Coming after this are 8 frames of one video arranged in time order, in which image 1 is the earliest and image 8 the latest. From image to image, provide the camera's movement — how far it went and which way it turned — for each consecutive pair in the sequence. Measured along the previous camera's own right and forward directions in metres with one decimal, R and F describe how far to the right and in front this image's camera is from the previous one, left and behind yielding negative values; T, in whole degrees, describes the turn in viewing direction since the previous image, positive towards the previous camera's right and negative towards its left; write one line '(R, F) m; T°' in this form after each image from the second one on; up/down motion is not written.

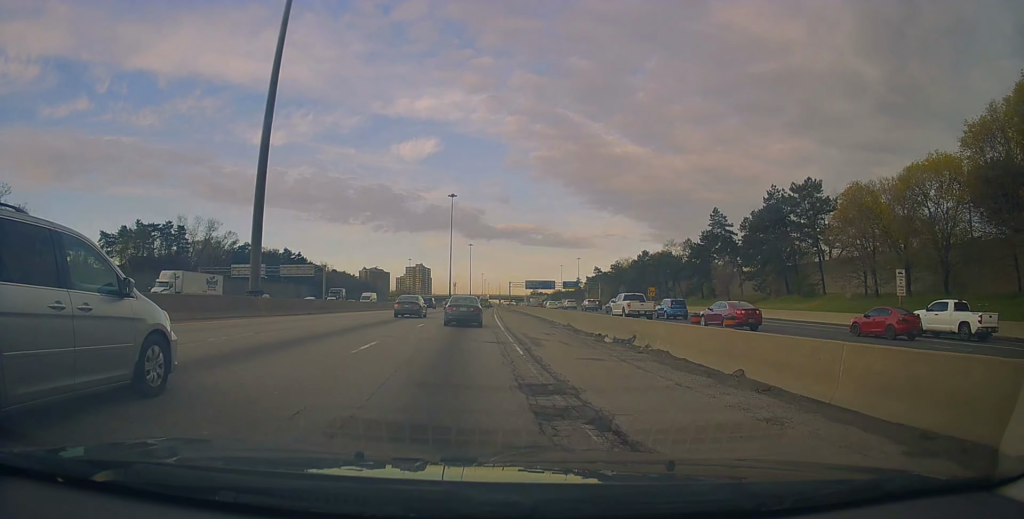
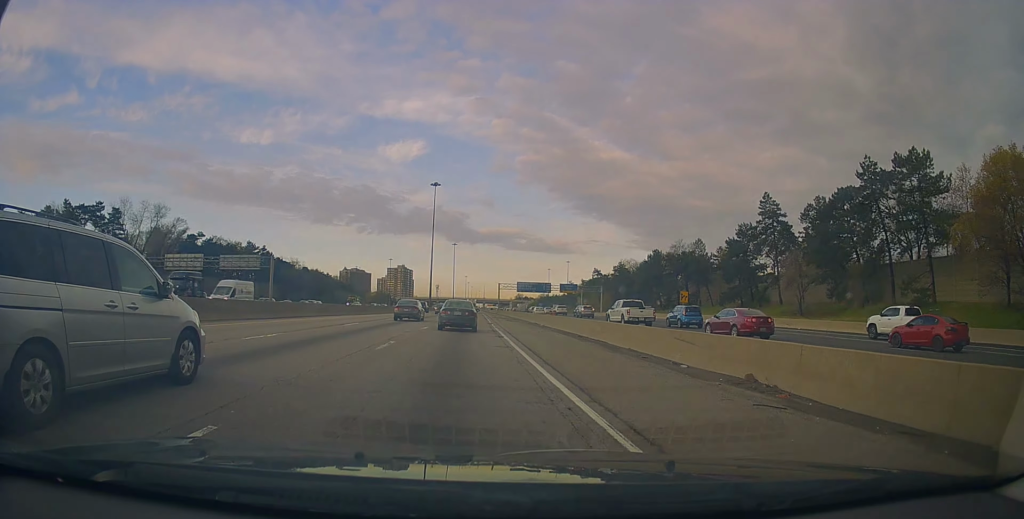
(-0.2, +22.3) m; 0°
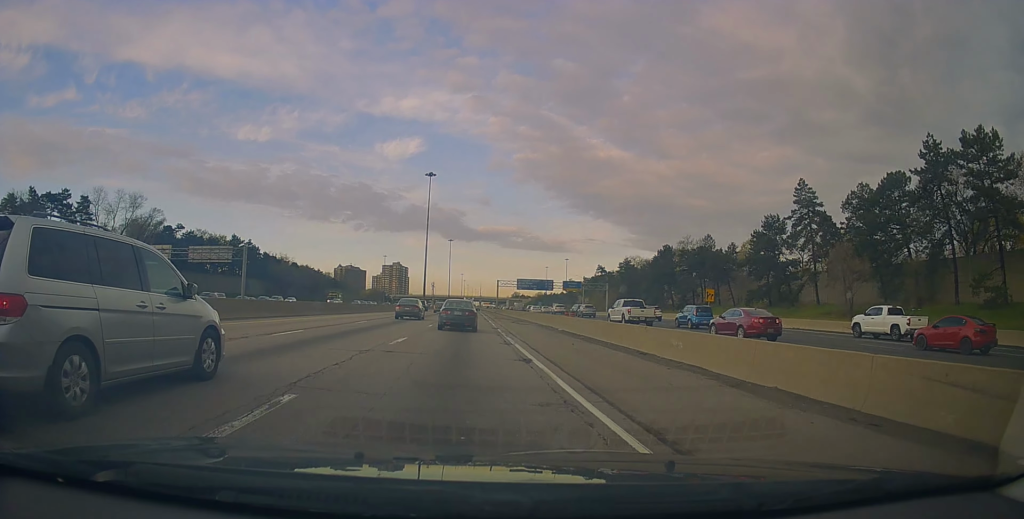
(0.0, +10.0) m; +1°
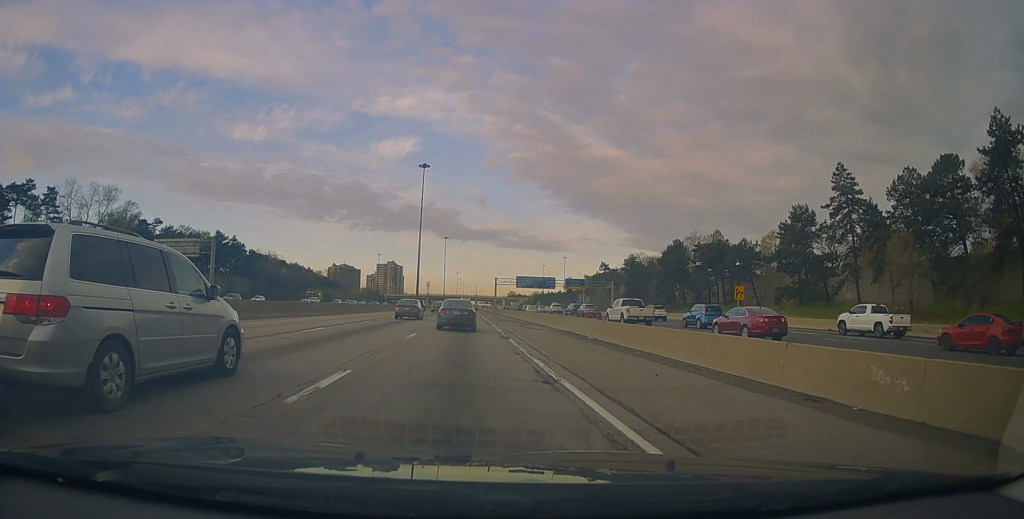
(-0.1, +9.5) m; +1°
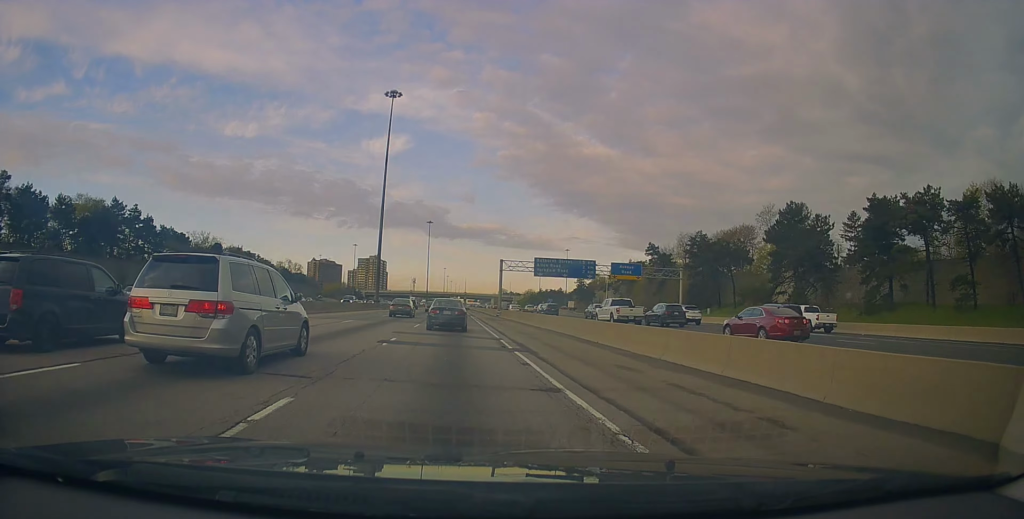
(+1.8, +49.8) m; +2°
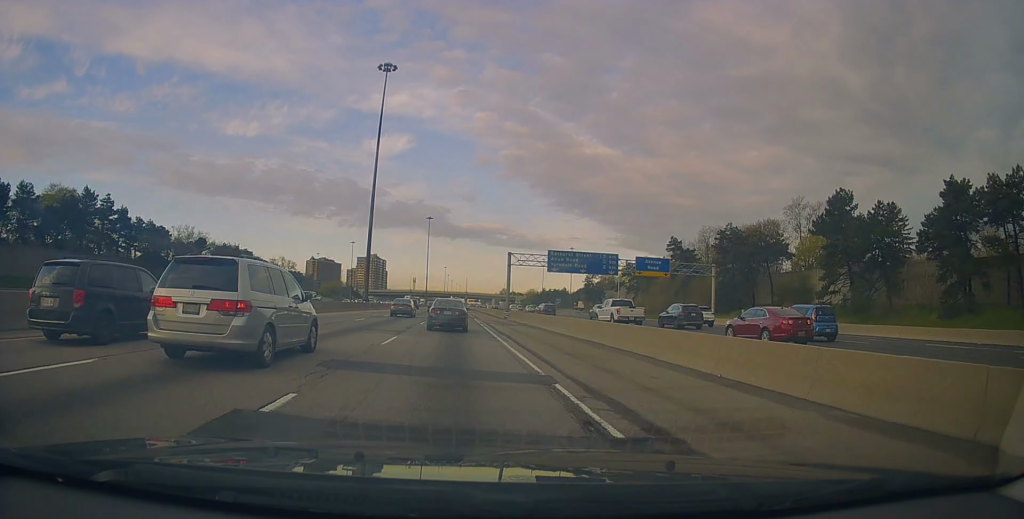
(+0.1, +11.3) m; 0°
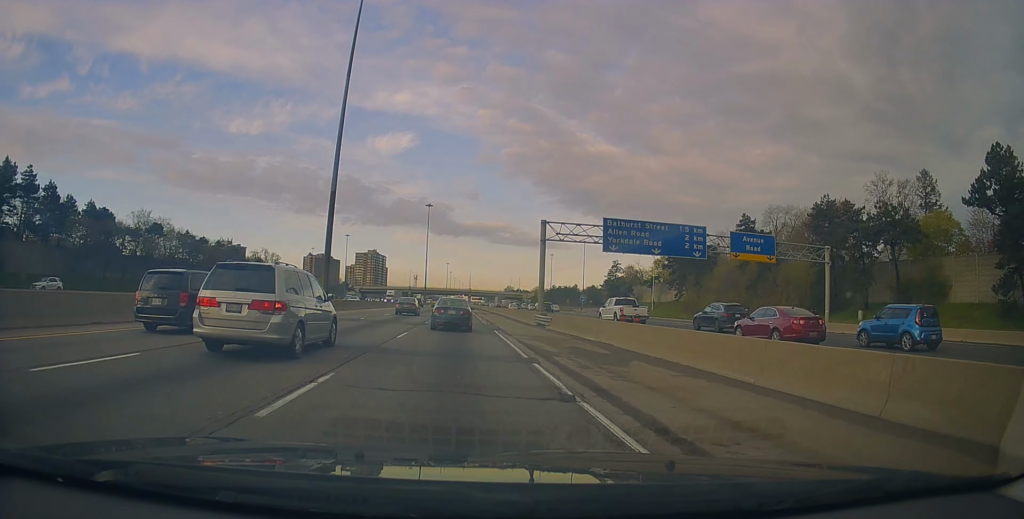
(+0.5, +25.2) m; +1°
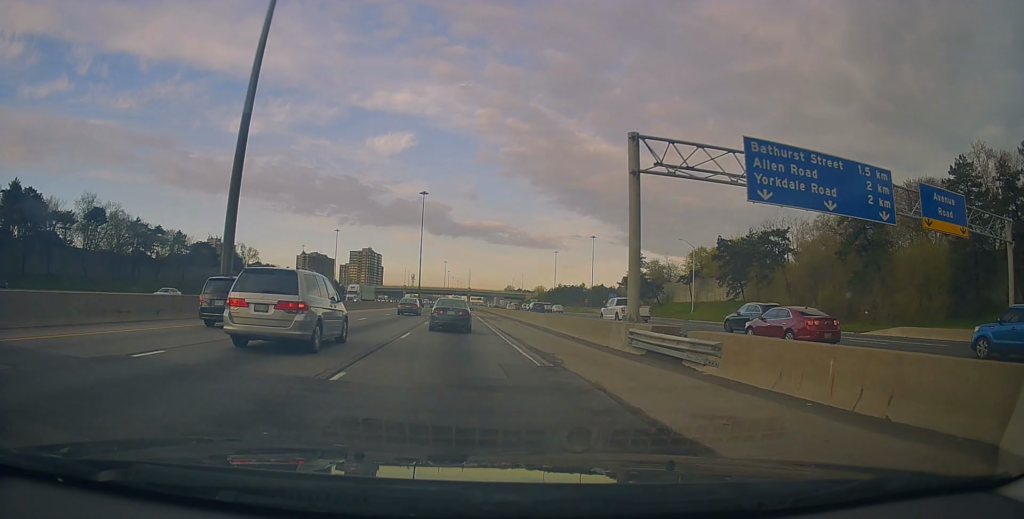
(-0.2, +23.5) m; -1°
